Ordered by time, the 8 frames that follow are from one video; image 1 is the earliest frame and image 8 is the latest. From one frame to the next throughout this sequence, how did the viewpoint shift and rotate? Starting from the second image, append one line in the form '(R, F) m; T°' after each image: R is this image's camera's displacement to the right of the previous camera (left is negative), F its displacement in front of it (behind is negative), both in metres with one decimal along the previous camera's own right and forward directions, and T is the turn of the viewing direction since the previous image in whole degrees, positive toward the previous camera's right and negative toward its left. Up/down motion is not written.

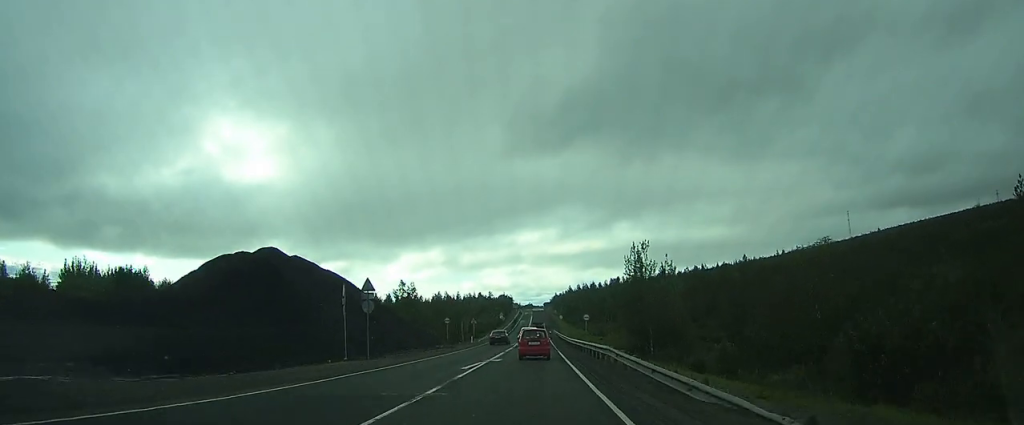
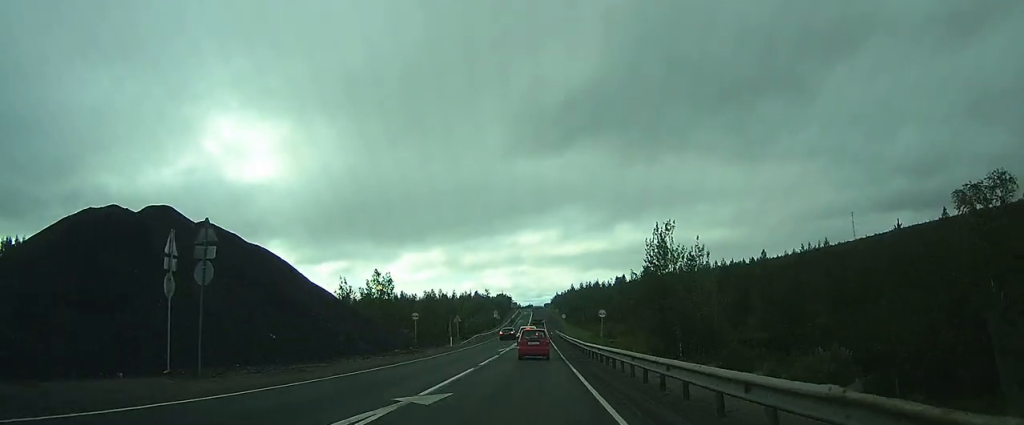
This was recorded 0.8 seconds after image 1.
(0.0, +15.9) m; 0°
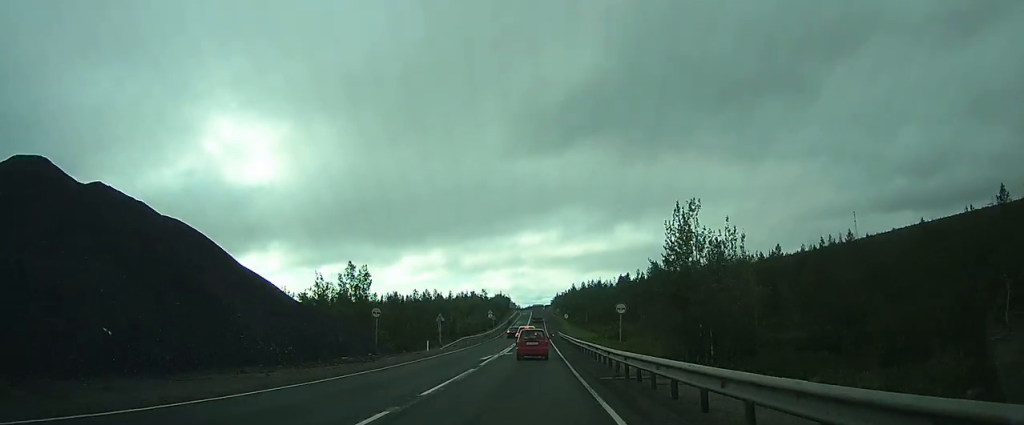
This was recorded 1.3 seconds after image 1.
(0.0, +11.1) m; 0°
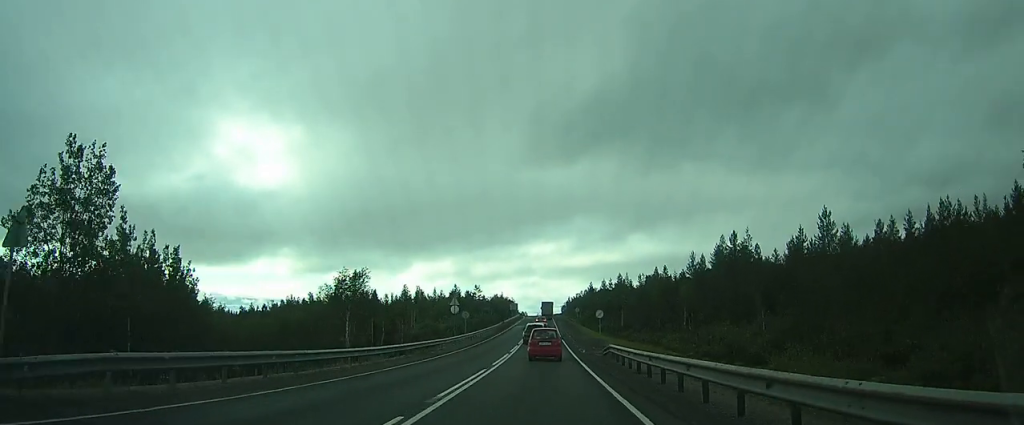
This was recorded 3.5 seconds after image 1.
(-0.1, +47.3) m; 0°
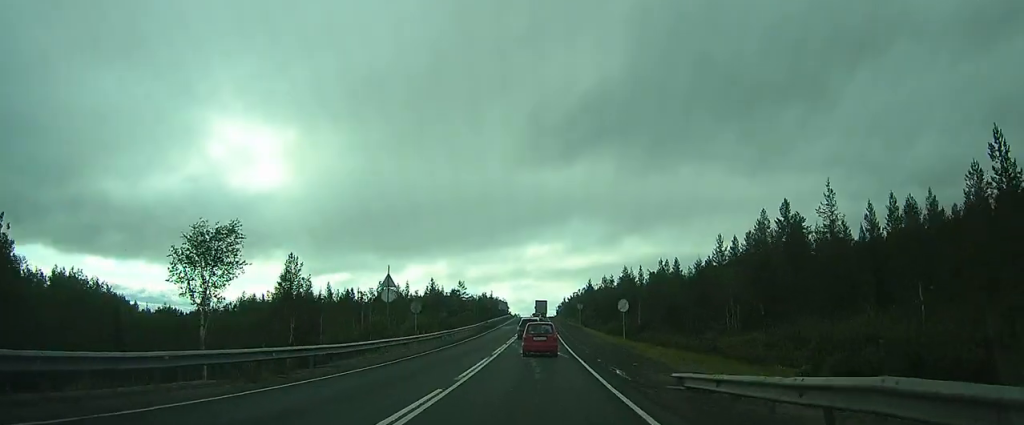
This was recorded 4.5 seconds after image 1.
(0.0, +20.1) m; 0°
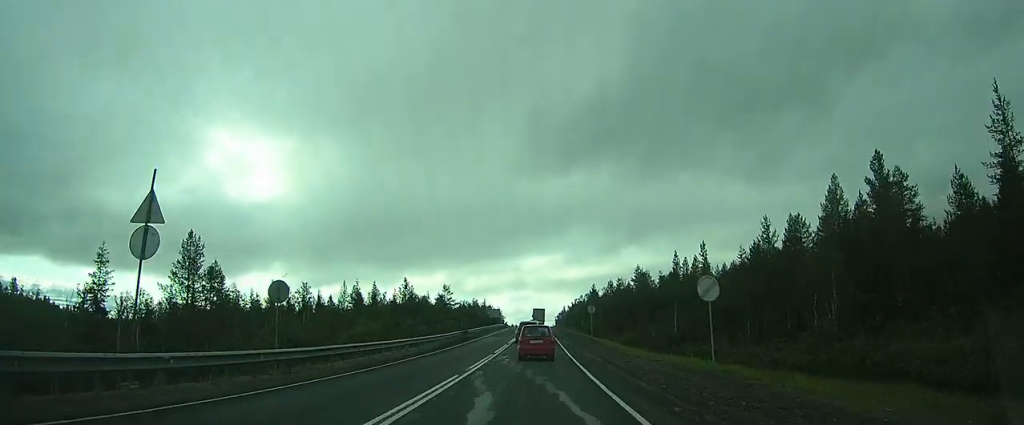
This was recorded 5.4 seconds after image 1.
(0.0, +19.5) m; 0°
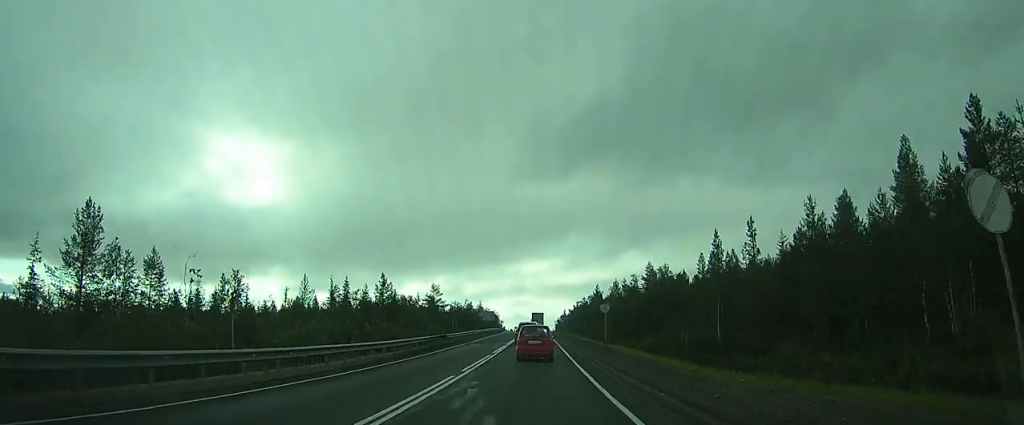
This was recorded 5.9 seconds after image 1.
(0.0, +12.3) m; 0°
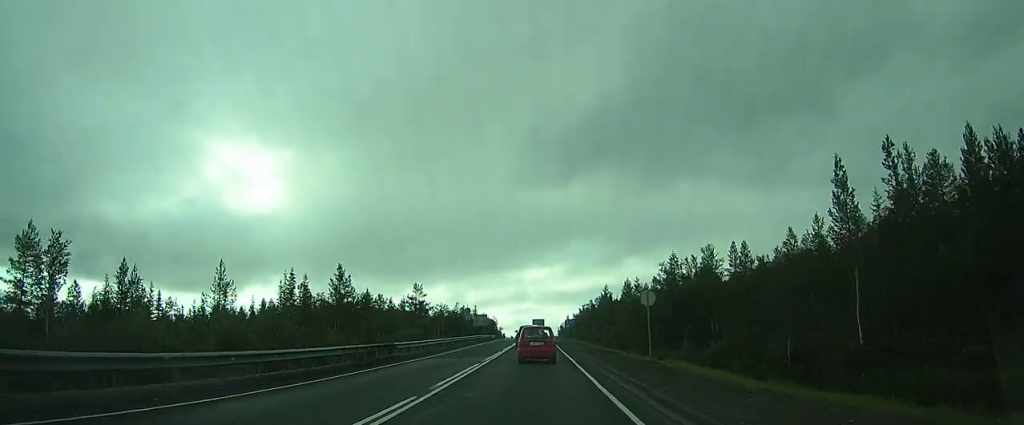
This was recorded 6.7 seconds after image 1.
(+0.1, +17.4) m; 0°
